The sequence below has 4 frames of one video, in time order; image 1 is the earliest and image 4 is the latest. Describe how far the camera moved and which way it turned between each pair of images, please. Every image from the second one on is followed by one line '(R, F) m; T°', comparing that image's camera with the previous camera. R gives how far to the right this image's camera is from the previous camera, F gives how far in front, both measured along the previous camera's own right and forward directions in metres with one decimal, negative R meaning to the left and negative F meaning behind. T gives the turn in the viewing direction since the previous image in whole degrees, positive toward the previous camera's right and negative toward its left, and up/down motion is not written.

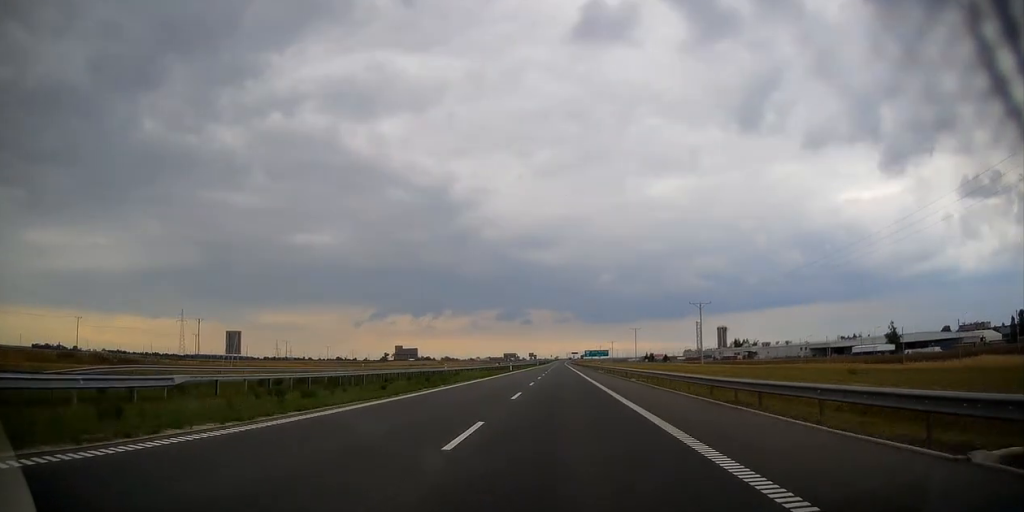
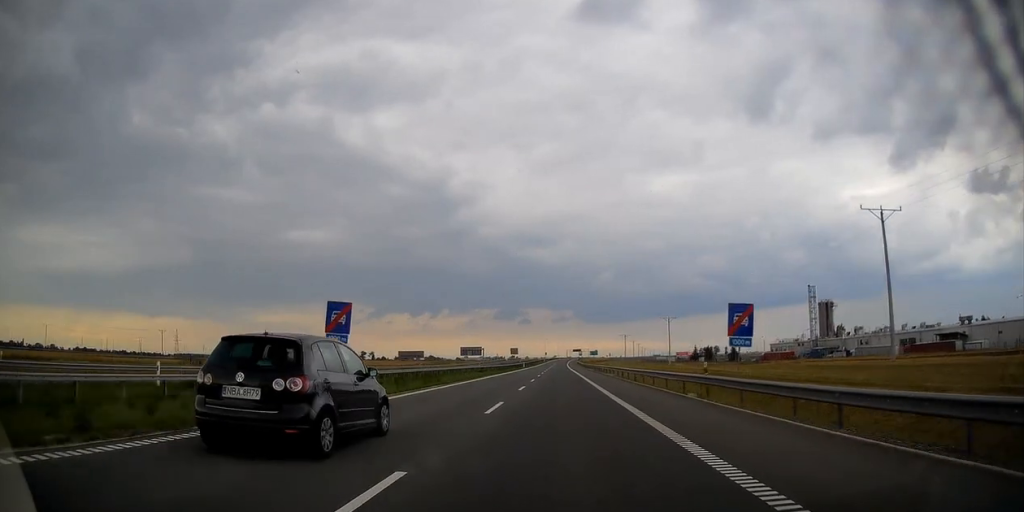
(+0.6, +163.3) m; 0°
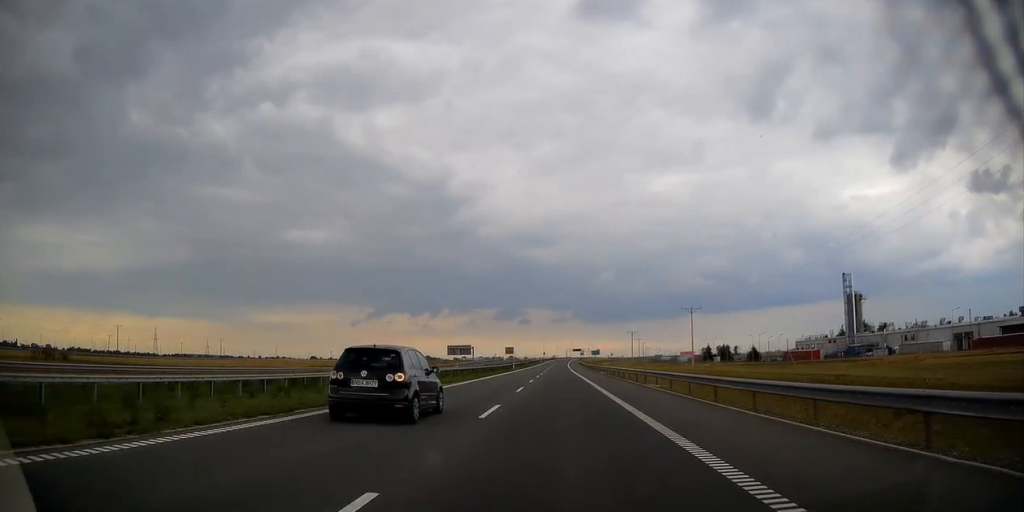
(0.0, +25.3) m; 0°
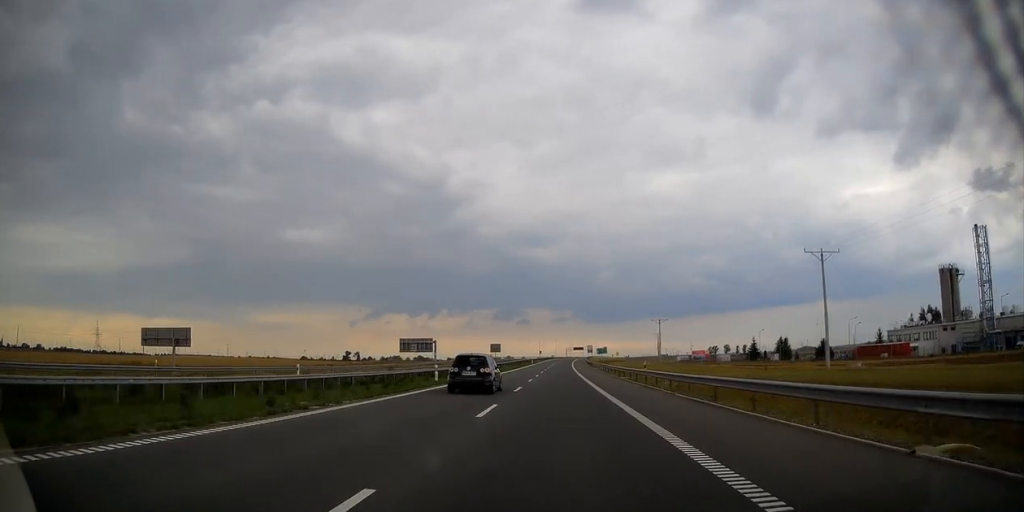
(-0.1, +59.3) m; 0°
